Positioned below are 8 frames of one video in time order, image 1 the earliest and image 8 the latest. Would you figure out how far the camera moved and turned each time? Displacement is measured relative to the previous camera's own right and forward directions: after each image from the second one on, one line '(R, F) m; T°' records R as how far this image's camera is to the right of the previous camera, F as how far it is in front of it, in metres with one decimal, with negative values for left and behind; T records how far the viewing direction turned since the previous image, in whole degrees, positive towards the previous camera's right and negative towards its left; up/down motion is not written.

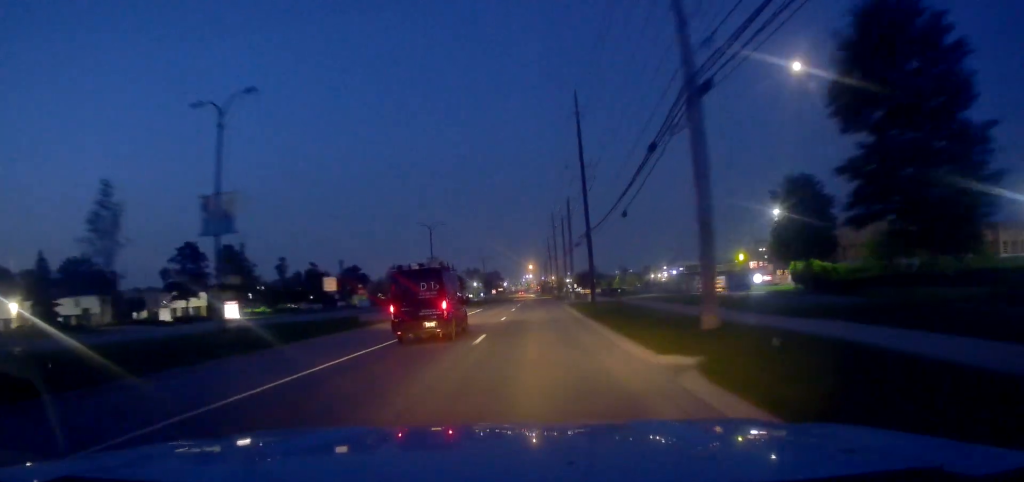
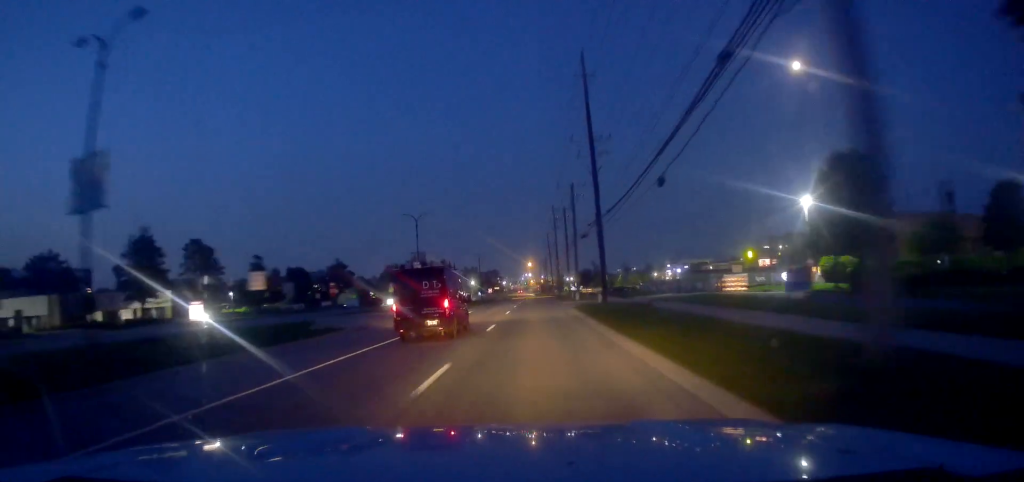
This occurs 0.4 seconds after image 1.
(+0.2, +9.1) m; 0°
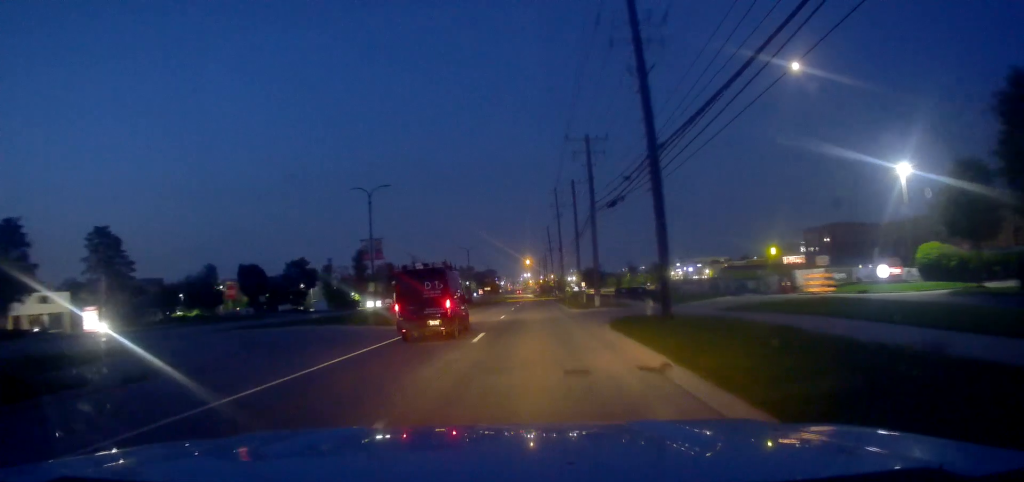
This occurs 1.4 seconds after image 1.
(-0.3, +20.4) m; 0°
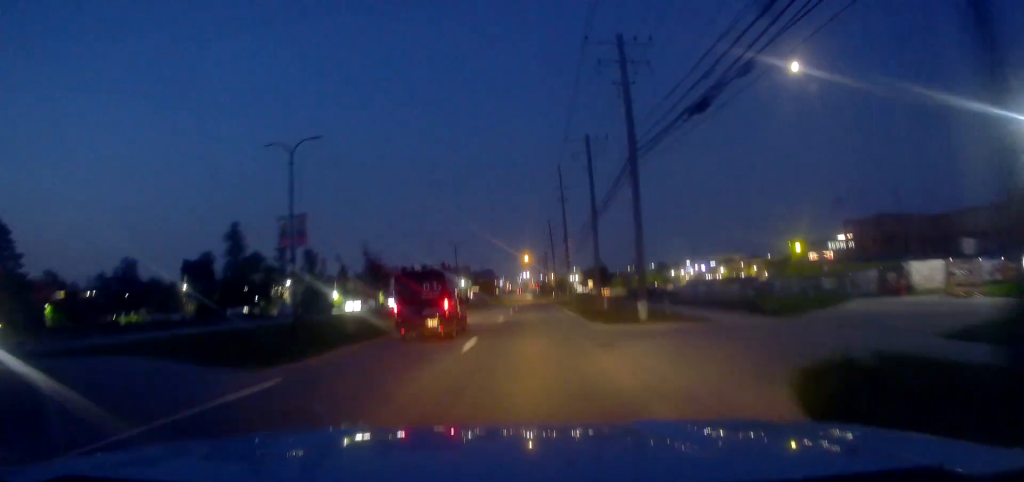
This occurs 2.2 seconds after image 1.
(+0.3, +17.5) m; -1°
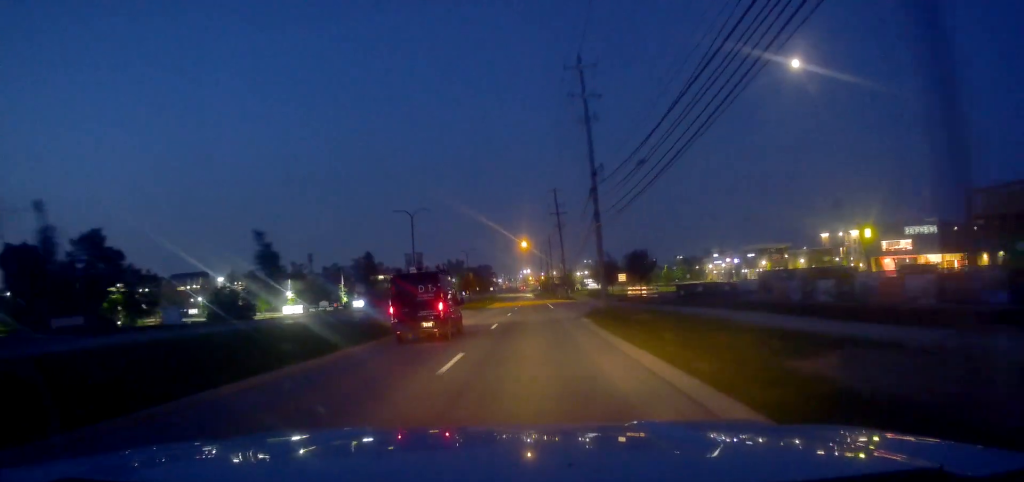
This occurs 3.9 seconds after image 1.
(-0.3, +35.5) m; 0°
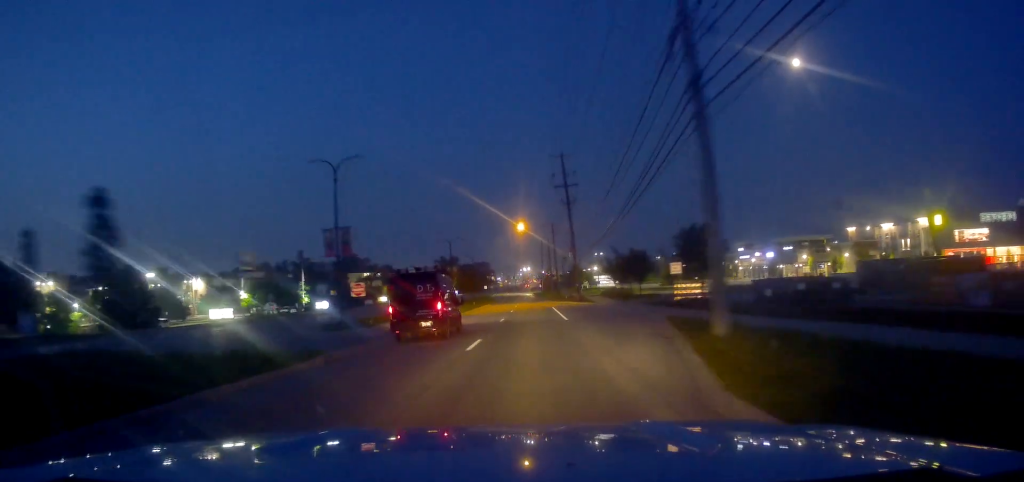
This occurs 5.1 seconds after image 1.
(-0.3, +25.1) m; 0°
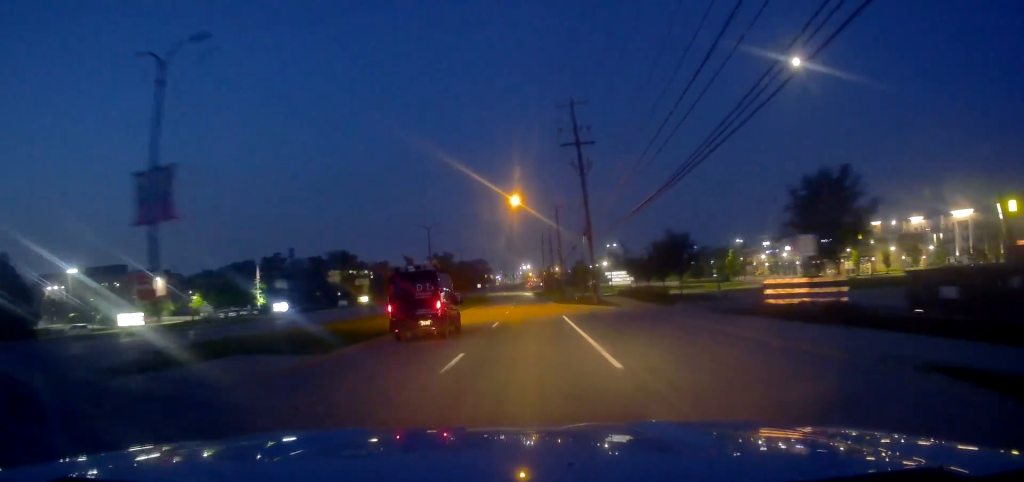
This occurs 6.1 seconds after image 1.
(+0.4, +20.2) m; +1°
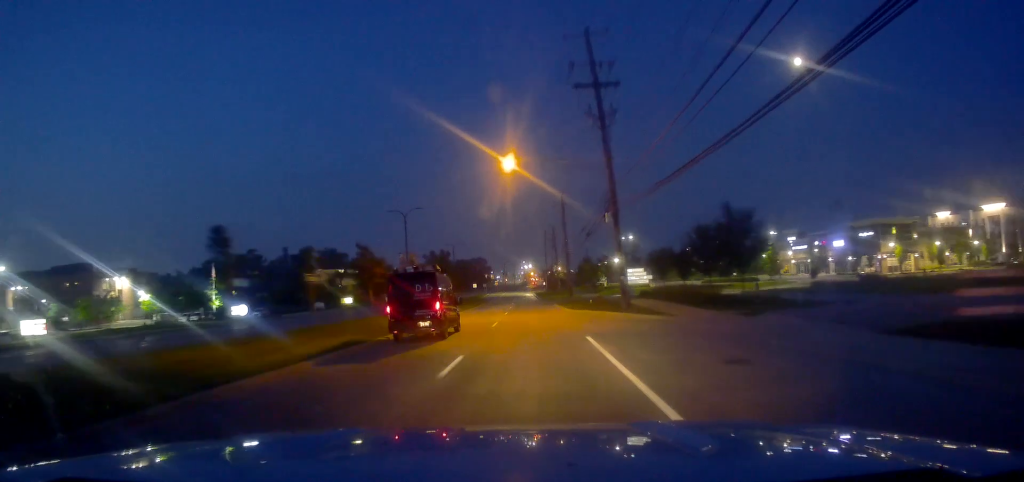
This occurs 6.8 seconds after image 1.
(0.0, +15.3) m; -1°
